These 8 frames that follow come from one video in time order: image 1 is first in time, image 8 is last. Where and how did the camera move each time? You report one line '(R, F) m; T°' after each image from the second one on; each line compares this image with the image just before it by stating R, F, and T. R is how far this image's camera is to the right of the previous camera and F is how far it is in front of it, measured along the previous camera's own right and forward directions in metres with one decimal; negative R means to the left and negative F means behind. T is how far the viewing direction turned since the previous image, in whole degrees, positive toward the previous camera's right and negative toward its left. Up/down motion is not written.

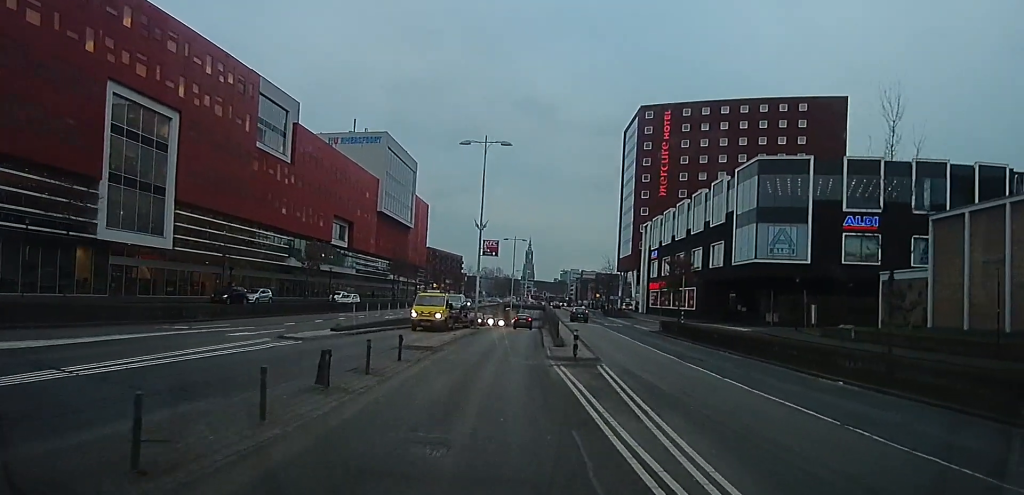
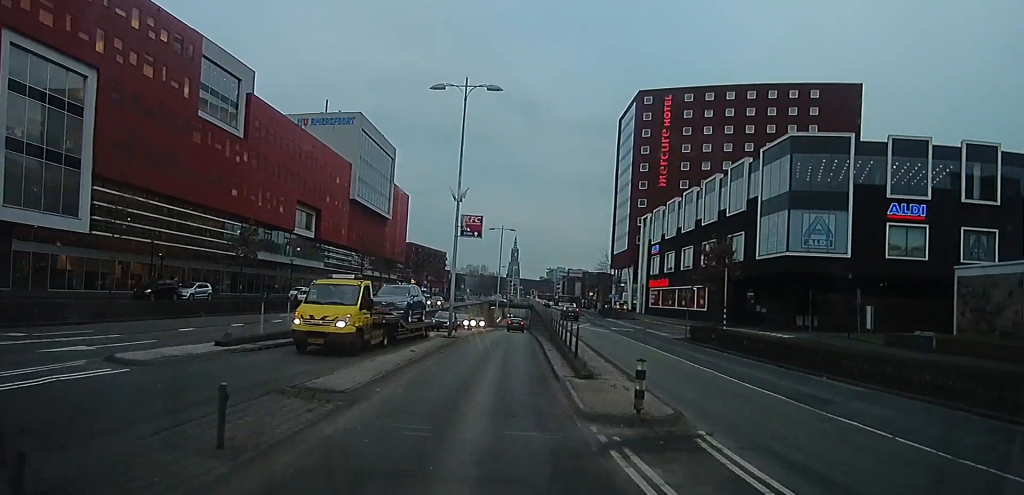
(0.0, +7.7) m; +2°
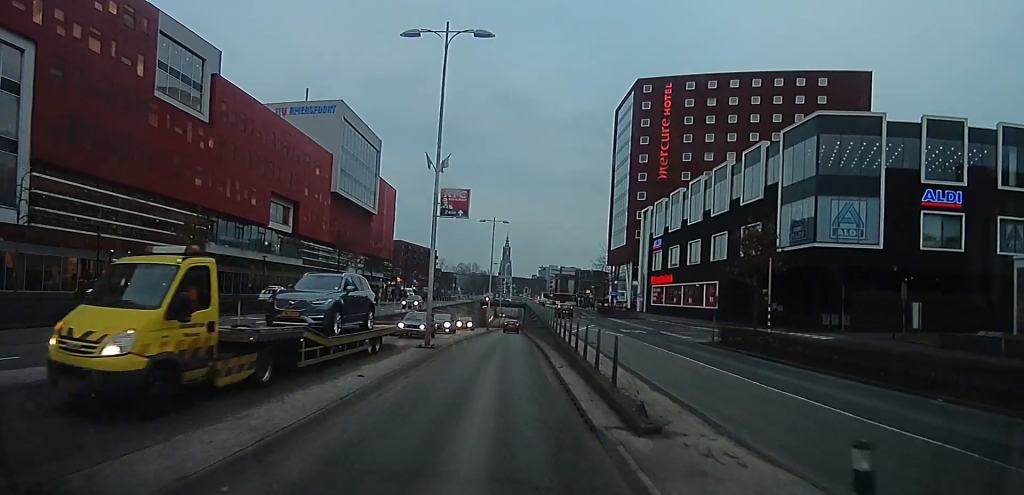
(-0.2, +5.2) m; +5°
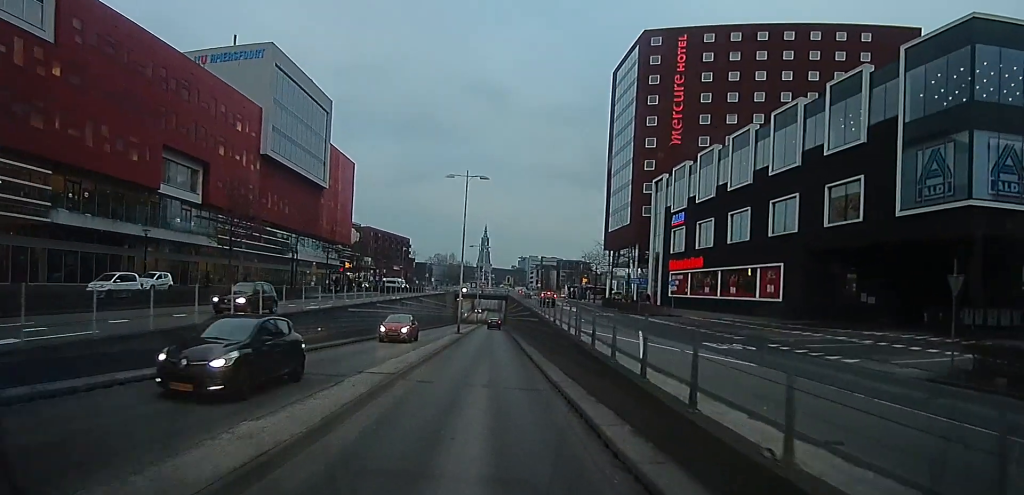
(+2.2, +17.6) m; +7°
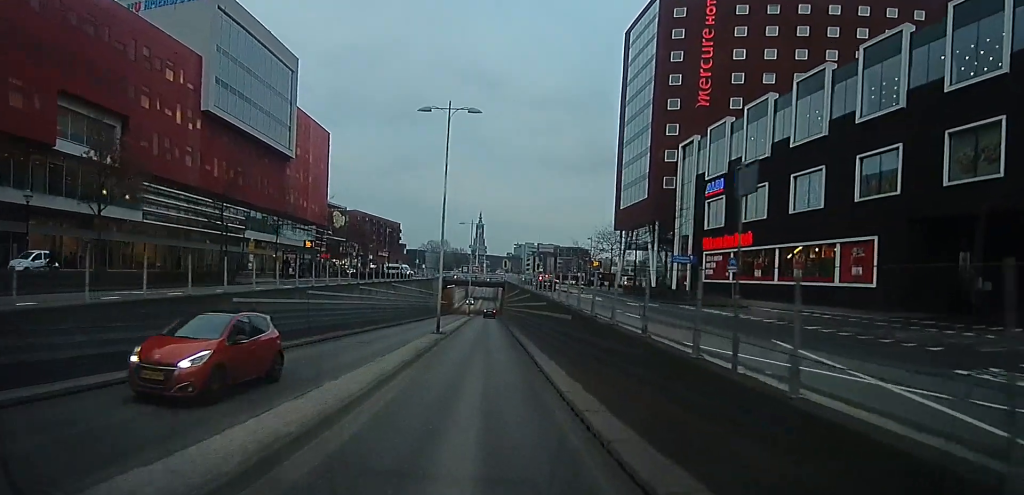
(-0.8, +11.9) m; -2°
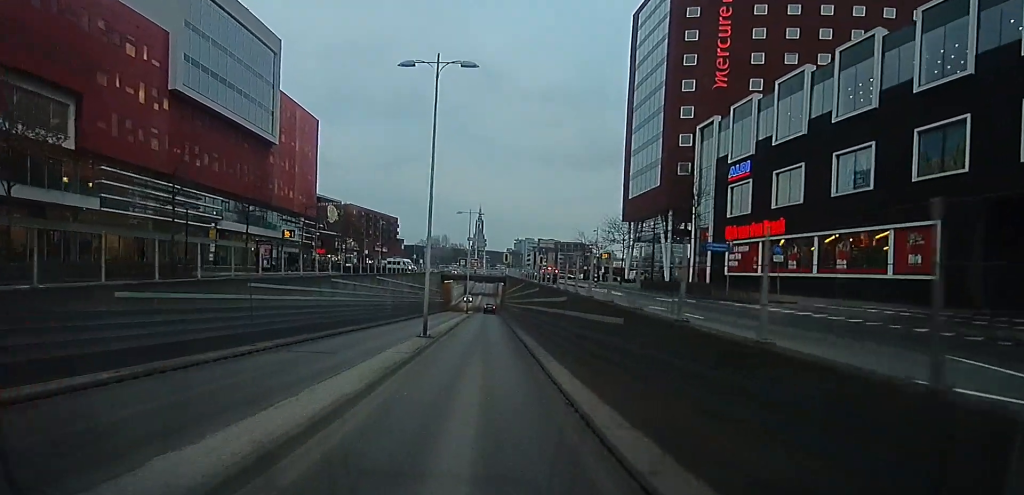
(+0.2, +5.4) m; +1°
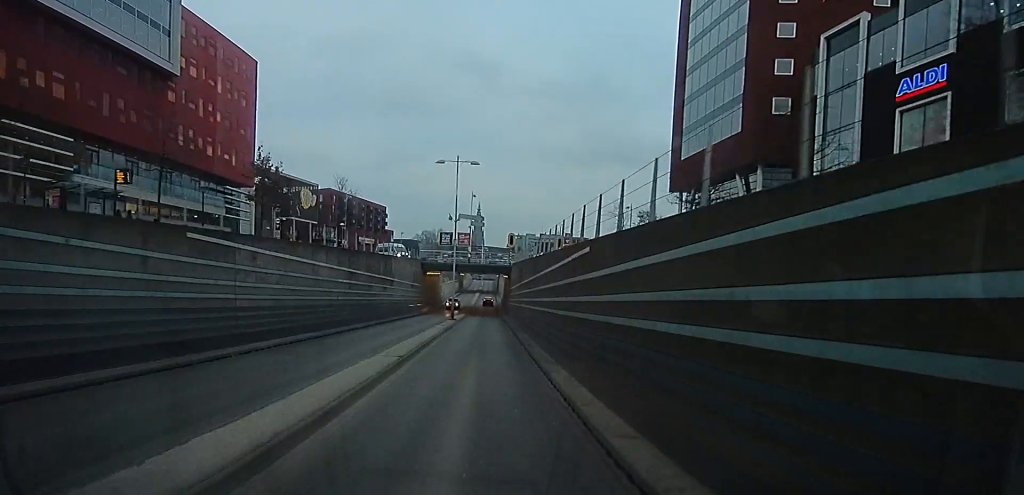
(+0.4, +21.8) m; +1°
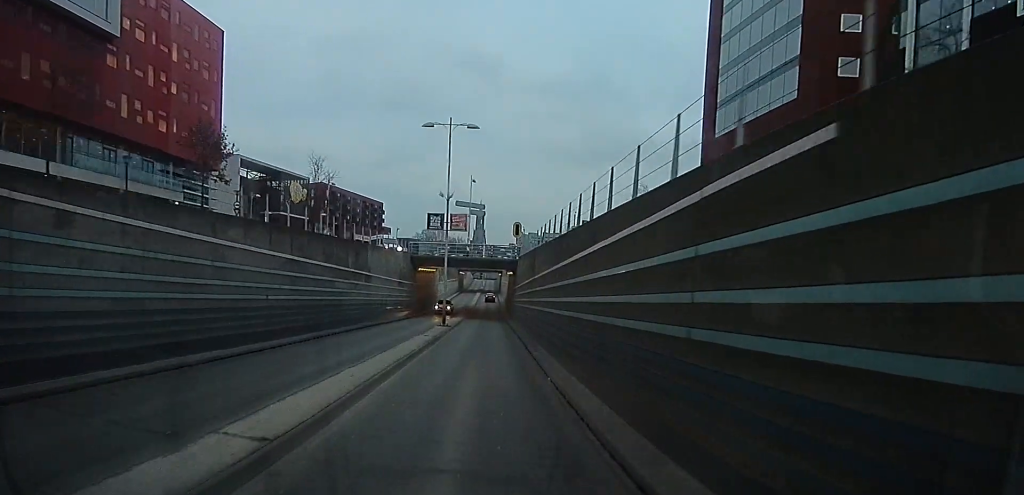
(0.0, +8.4) m; -1°
